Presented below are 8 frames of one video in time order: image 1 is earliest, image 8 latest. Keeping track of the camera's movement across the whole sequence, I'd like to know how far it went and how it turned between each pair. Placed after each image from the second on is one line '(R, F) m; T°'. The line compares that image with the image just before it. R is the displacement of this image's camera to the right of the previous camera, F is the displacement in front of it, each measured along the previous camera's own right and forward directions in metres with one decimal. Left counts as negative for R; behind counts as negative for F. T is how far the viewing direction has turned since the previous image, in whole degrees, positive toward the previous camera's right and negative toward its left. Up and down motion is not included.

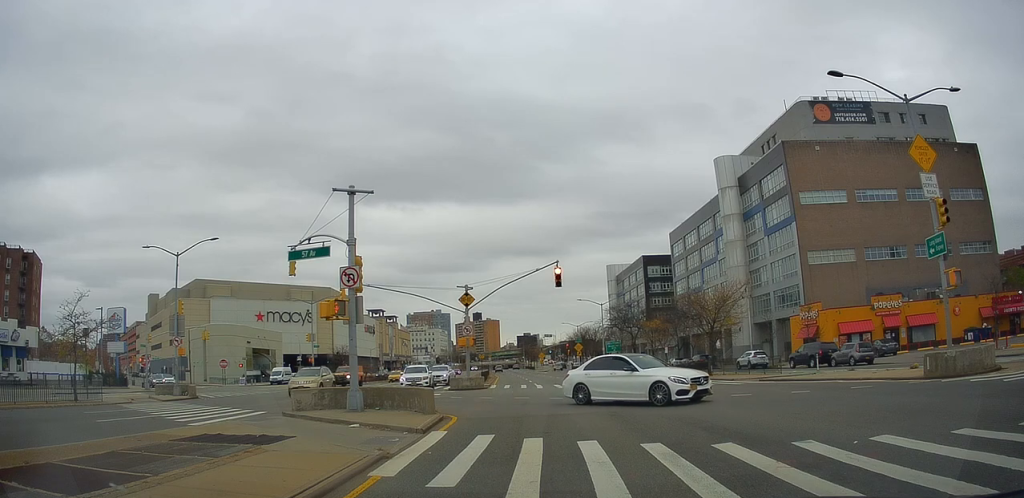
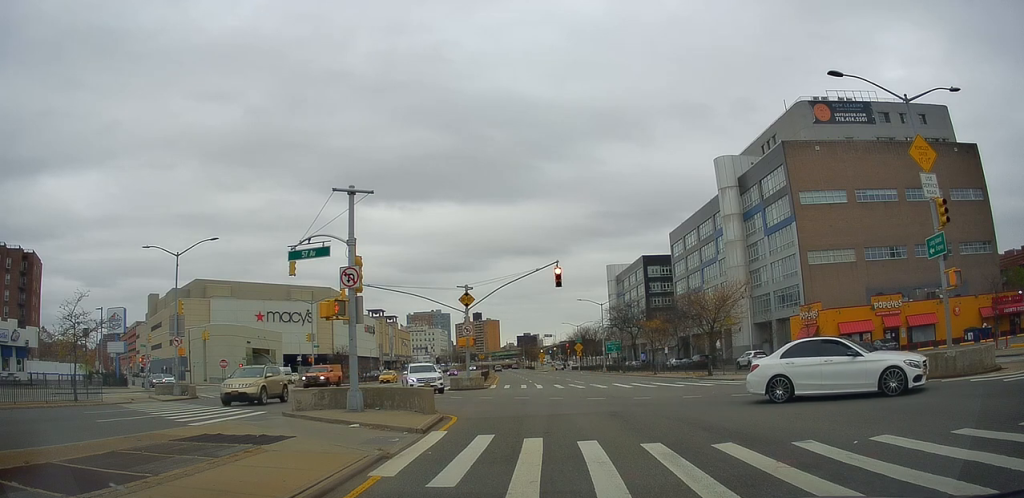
(-0.1, +0.3) m; 0°
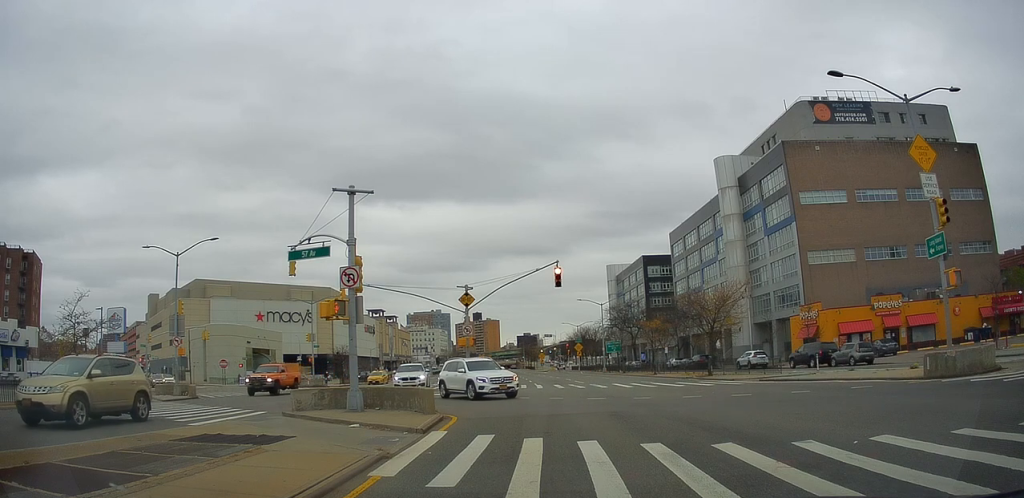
(0.0, 0.0) m; 0°
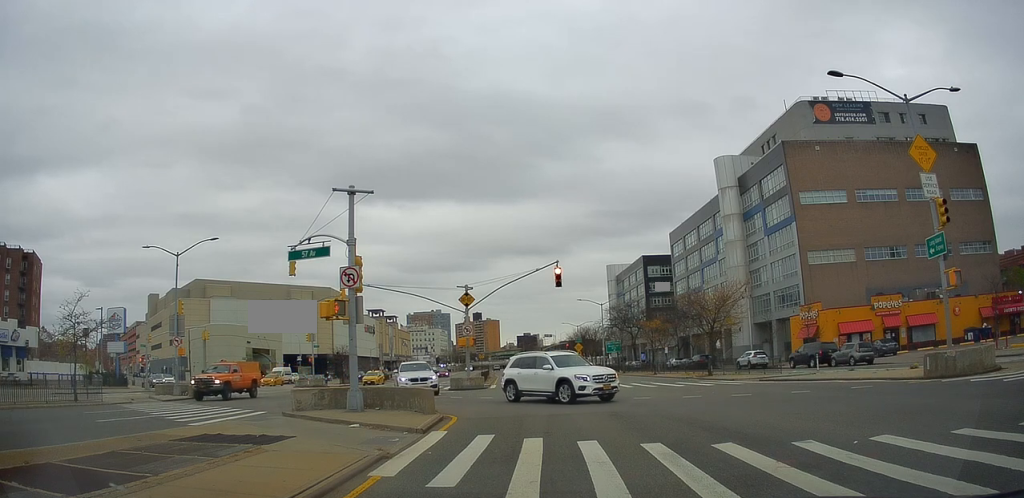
(0.0, 0.0) m; 0°
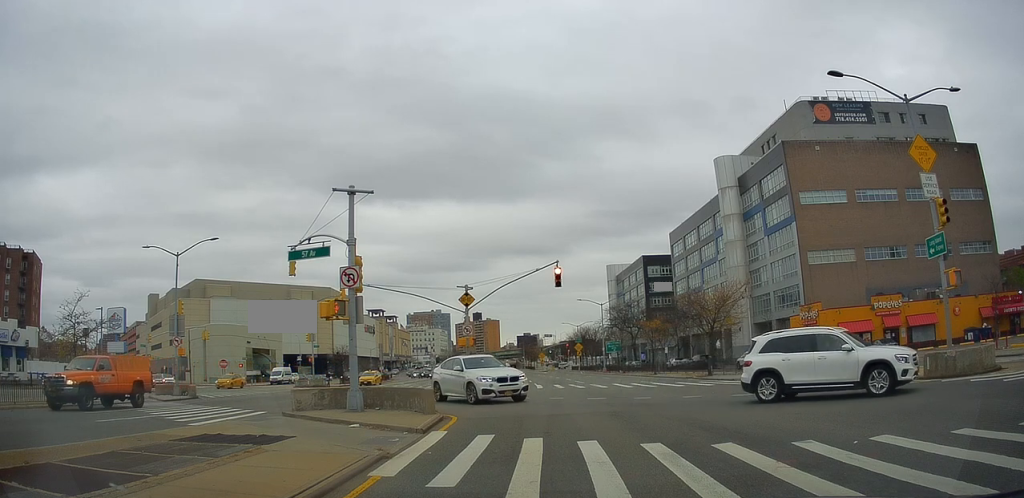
(0.0, 0.0) m; 0°
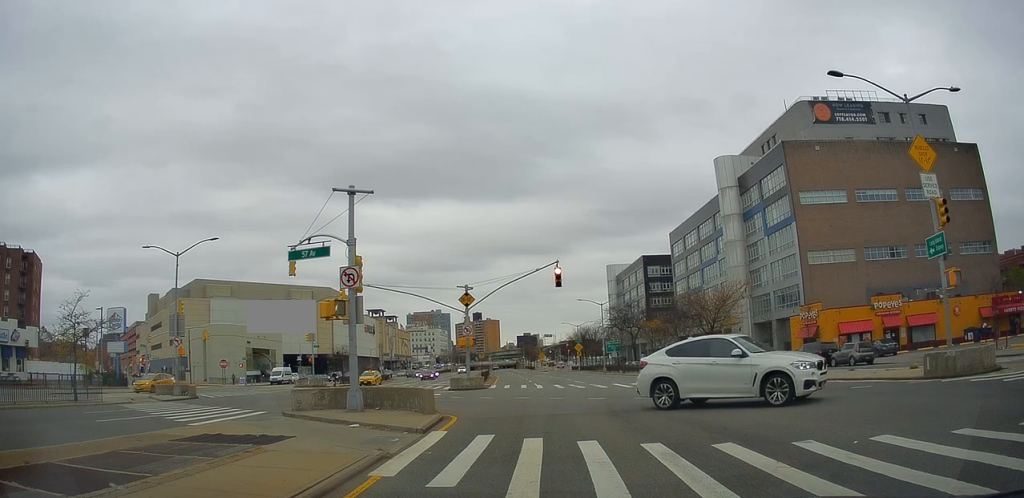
(0.0, 0.0) m; 0°
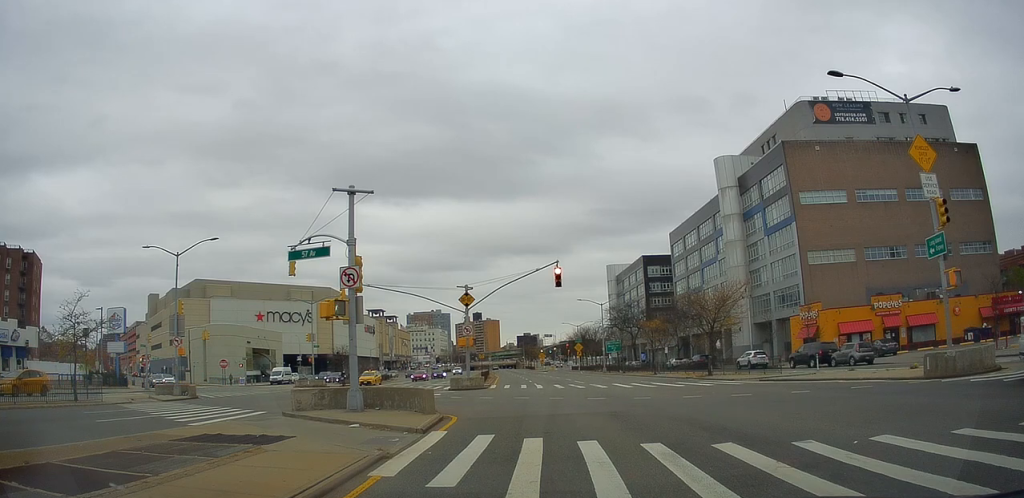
(0.0, 0.0) m; 0°
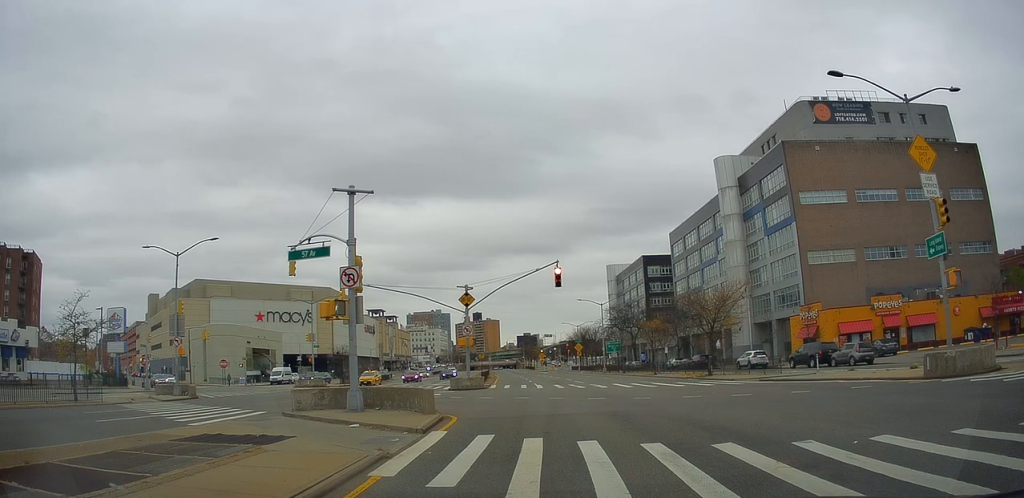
(0.0, 0.0) m; 0°
